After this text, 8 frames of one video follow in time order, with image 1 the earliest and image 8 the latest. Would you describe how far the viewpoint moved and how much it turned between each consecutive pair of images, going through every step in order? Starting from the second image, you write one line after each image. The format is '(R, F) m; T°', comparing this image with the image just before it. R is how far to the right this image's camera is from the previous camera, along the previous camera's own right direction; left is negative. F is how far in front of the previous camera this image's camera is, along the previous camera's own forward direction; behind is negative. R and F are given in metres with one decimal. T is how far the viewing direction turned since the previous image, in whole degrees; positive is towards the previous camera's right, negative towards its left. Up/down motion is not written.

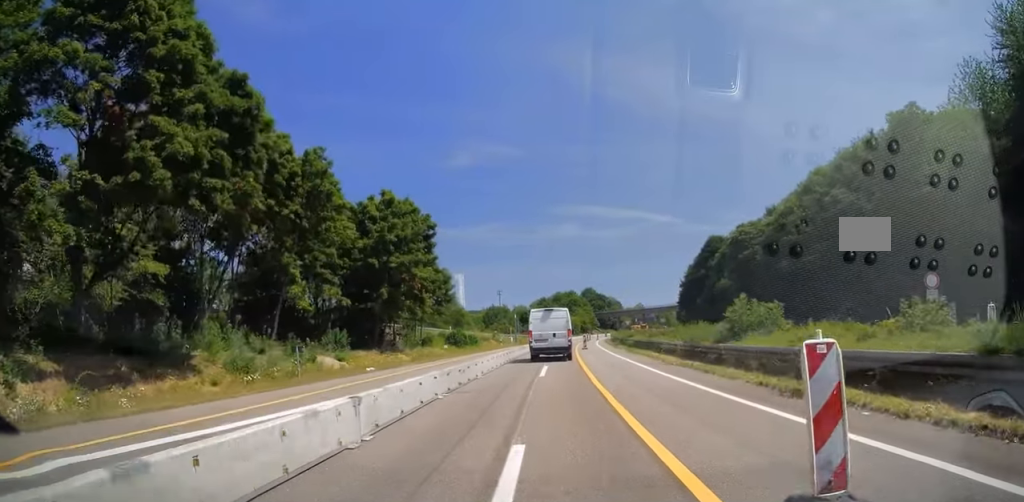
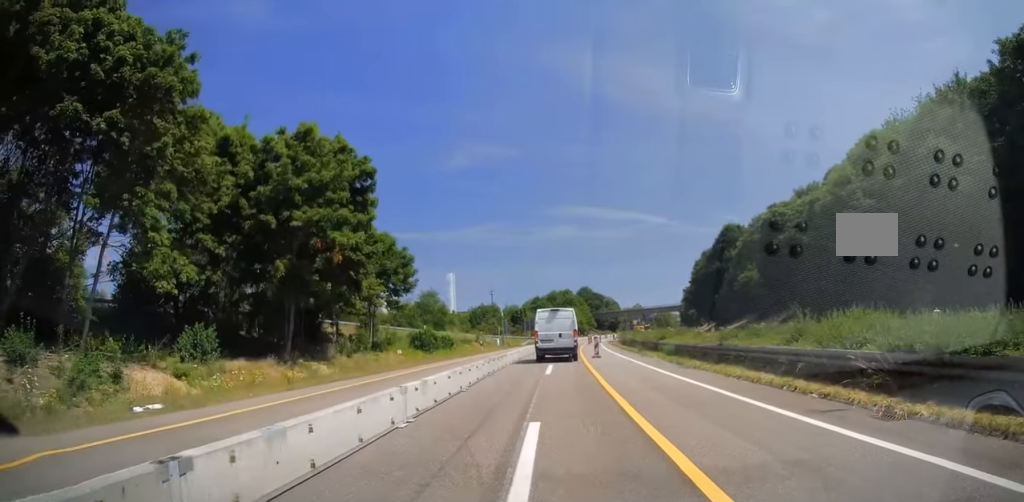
(0.0, +16.4) m; 0°
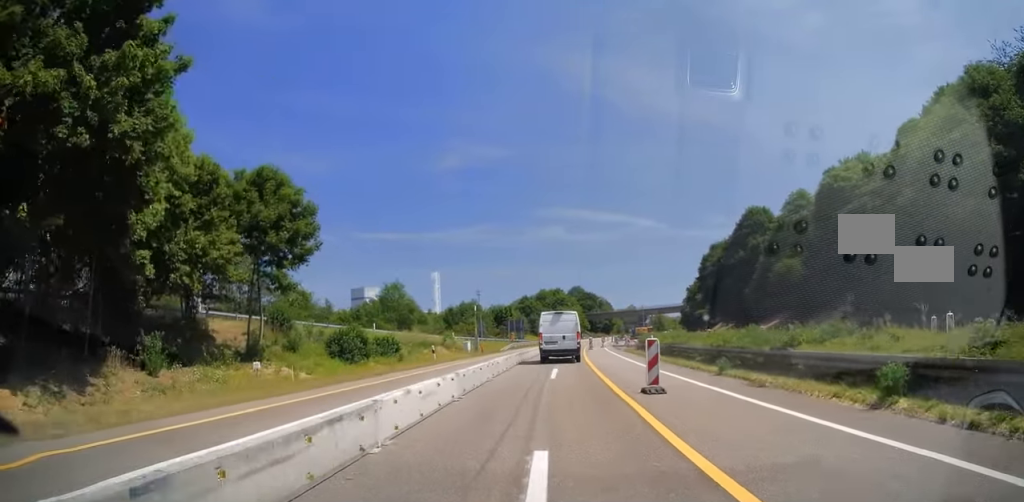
(+0.3, +20.3) m; +2°
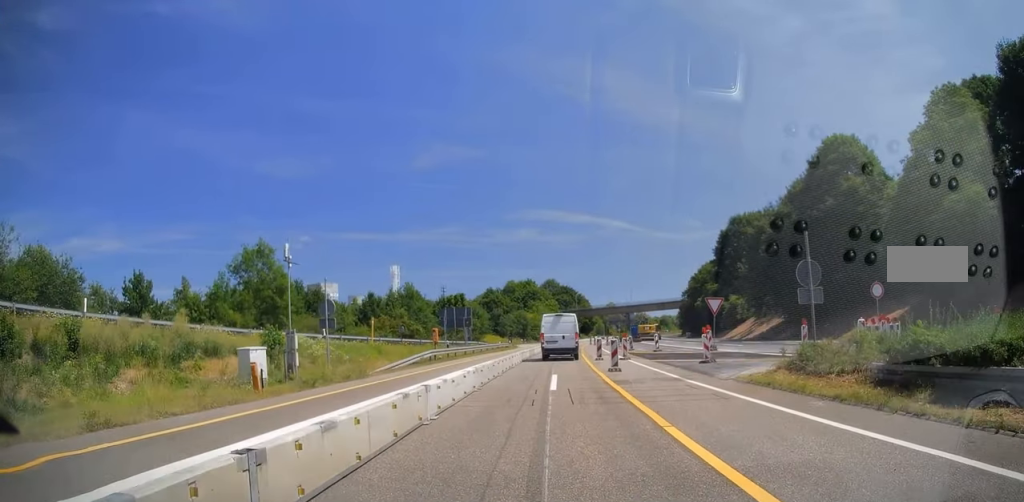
(+0.6, +39.4) m; +1°
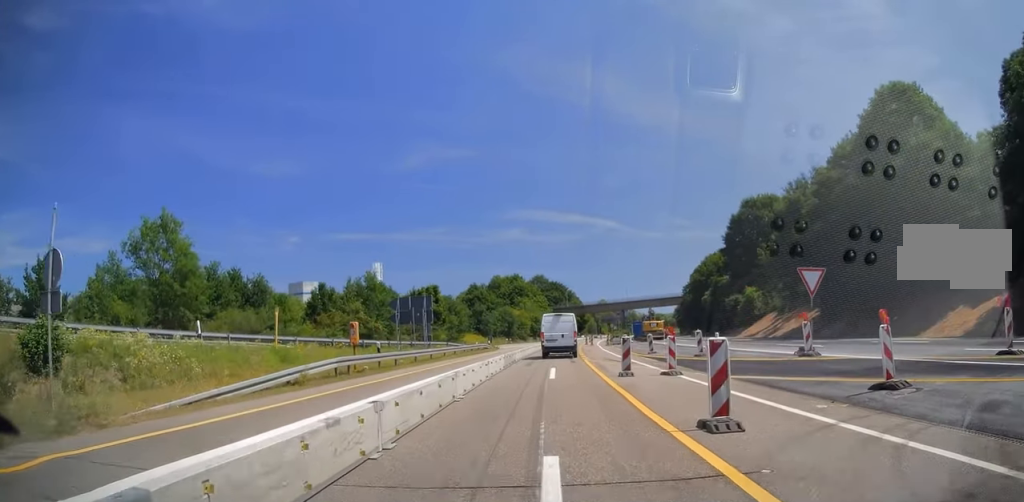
(0.0, +14.7) m; +2°
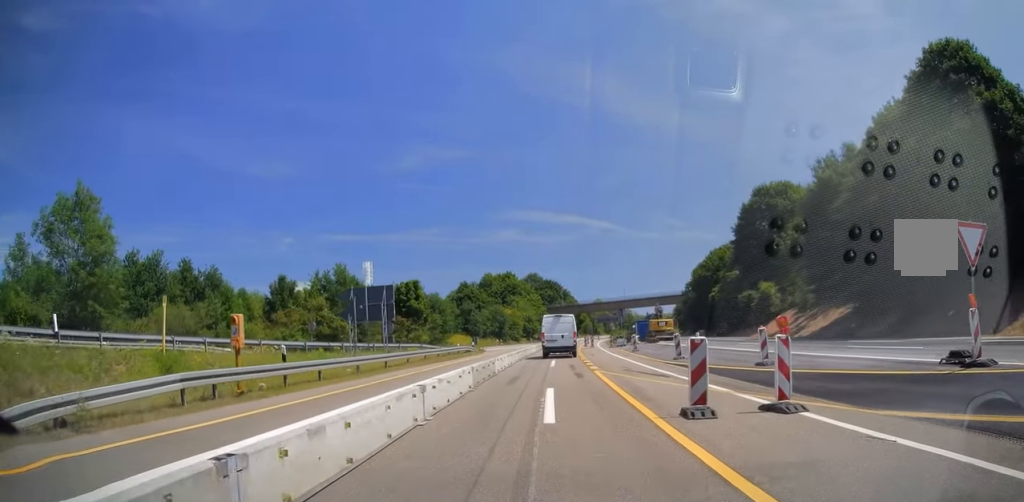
(+0.3, +9.5) m; +1°
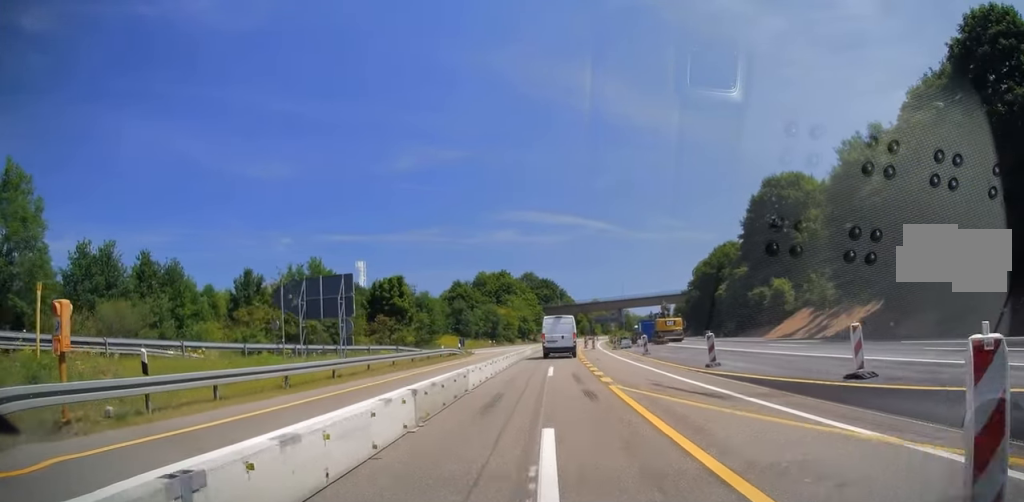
(+0.1, +6.6) m; +1°
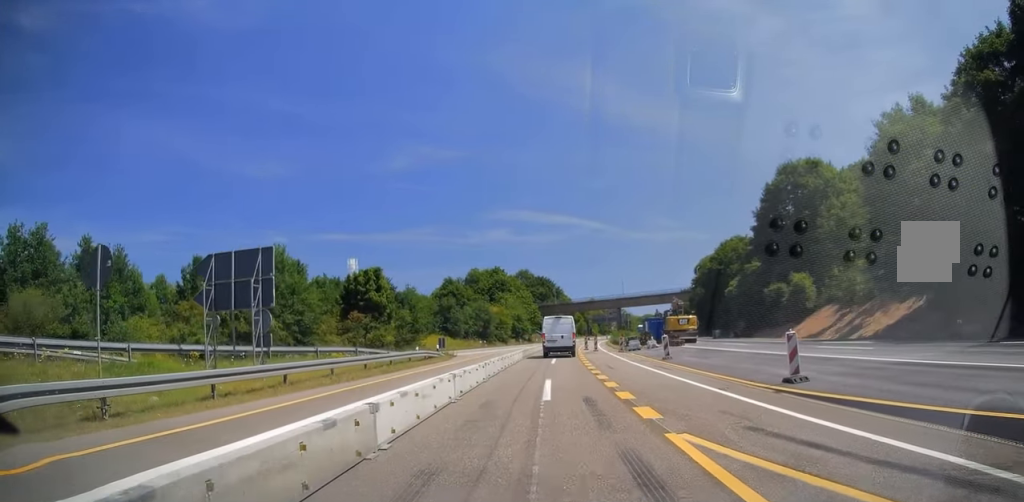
(0.0, +8.1) m; 0°
